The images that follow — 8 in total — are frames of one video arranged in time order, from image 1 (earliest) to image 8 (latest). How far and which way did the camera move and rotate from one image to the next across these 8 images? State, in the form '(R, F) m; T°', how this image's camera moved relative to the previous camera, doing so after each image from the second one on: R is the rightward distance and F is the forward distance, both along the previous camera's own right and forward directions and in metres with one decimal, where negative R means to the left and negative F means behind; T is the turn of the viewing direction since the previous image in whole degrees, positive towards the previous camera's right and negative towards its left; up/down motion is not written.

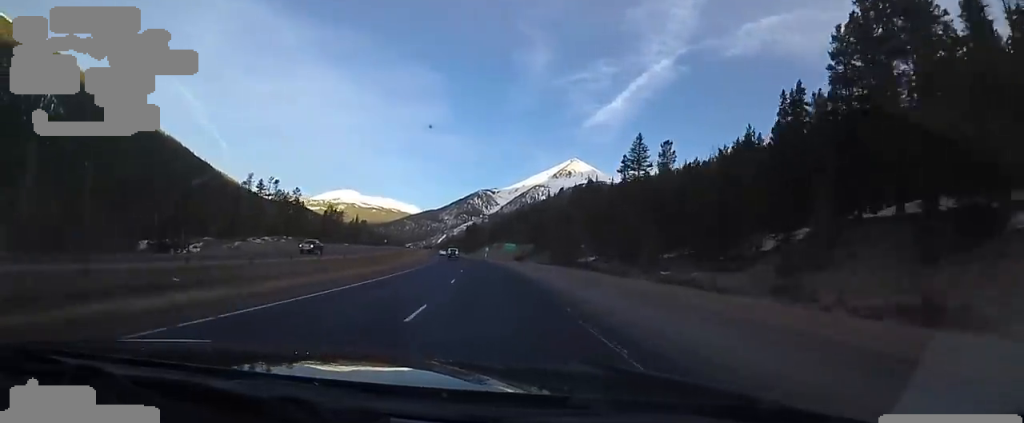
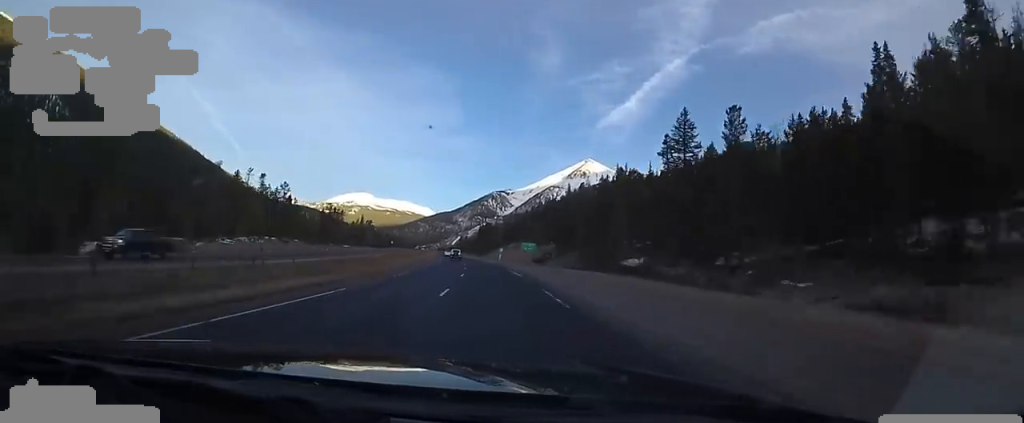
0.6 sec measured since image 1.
(-0.4, +18.1) m; -2°
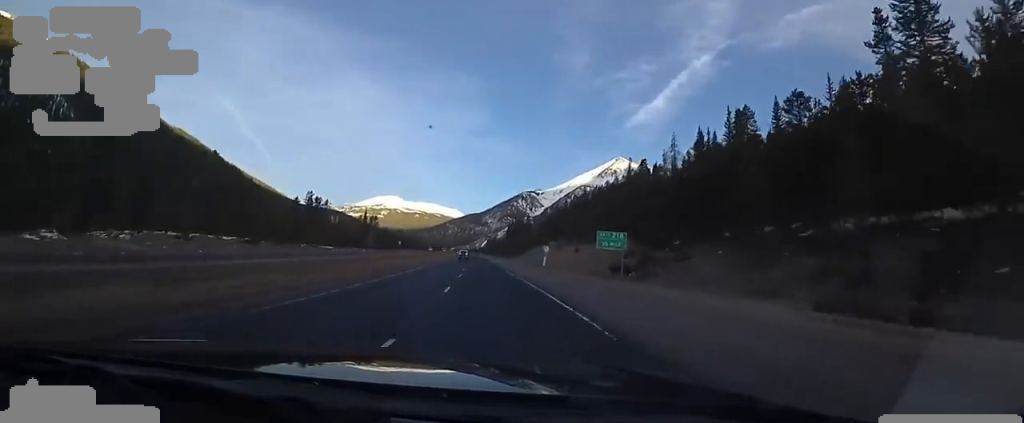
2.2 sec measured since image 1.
(-1.9, +47.5) m; -5°
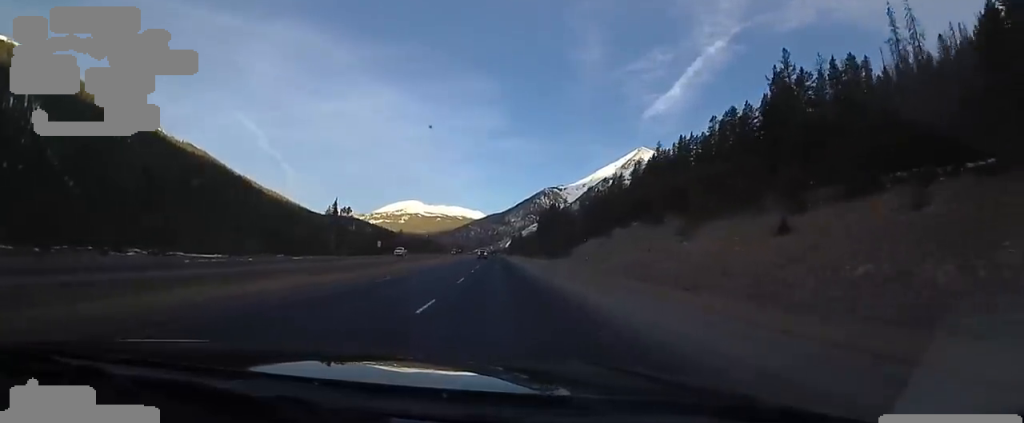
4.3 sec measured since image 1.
(-0.9, +66.8) m; -3°
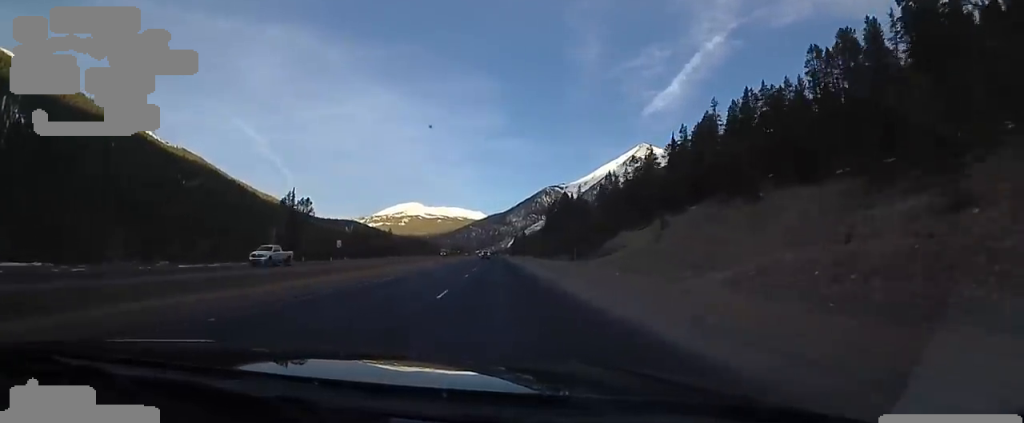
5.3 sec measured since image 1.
(-1.4, +32.5) m; 0°
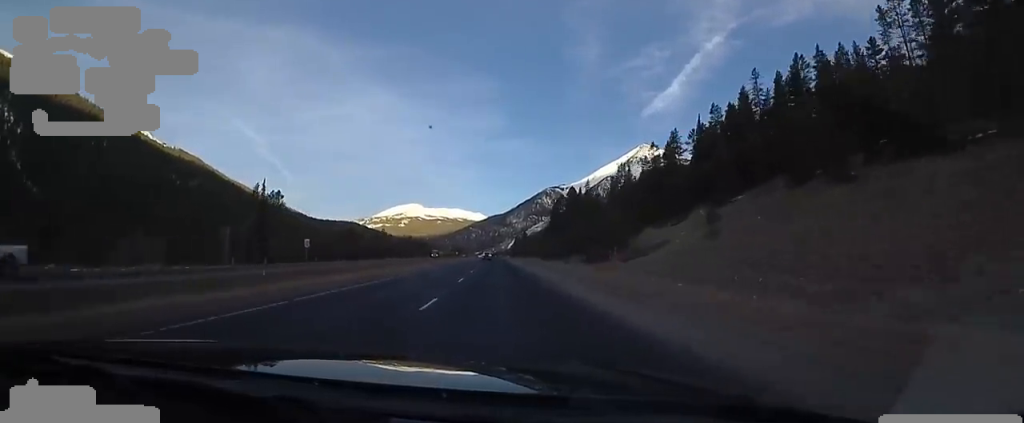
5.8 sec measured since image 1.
(+0.5, +15.6) m; +1°
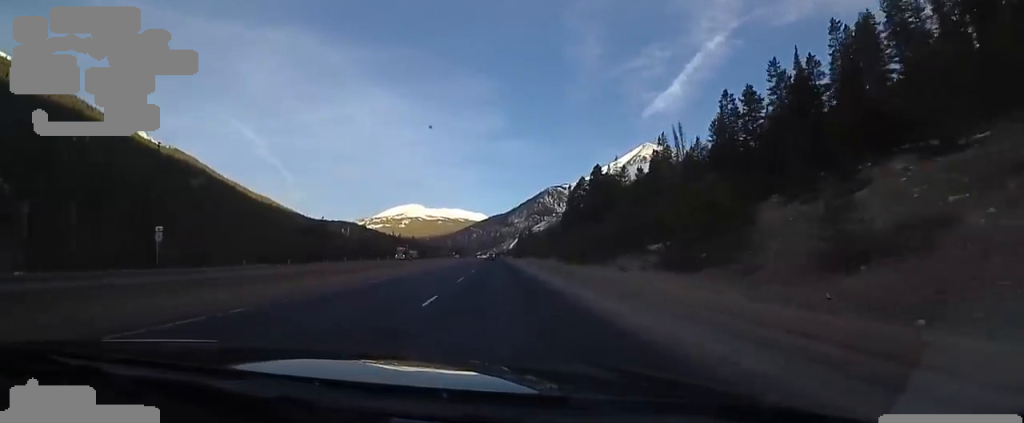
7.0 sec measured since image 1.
(+1.0, +35.2) m; 0°
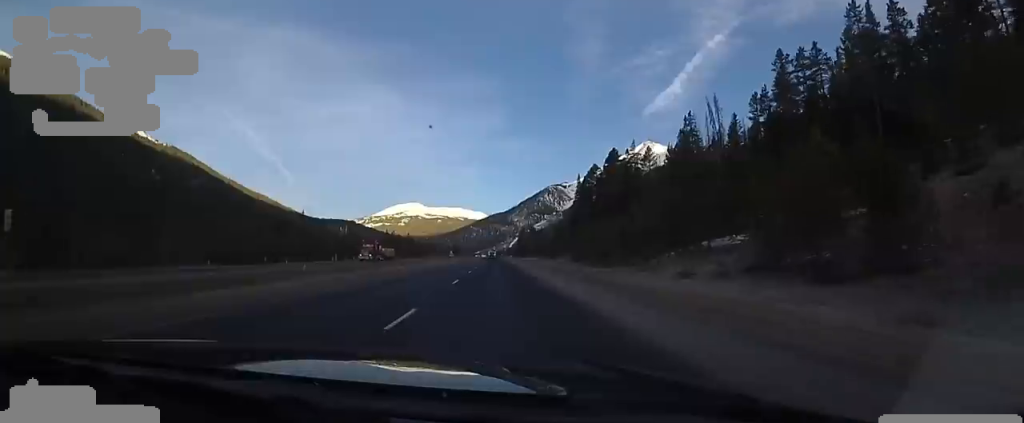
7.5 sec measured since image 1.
(+0.3, +15.5) m; -1°
